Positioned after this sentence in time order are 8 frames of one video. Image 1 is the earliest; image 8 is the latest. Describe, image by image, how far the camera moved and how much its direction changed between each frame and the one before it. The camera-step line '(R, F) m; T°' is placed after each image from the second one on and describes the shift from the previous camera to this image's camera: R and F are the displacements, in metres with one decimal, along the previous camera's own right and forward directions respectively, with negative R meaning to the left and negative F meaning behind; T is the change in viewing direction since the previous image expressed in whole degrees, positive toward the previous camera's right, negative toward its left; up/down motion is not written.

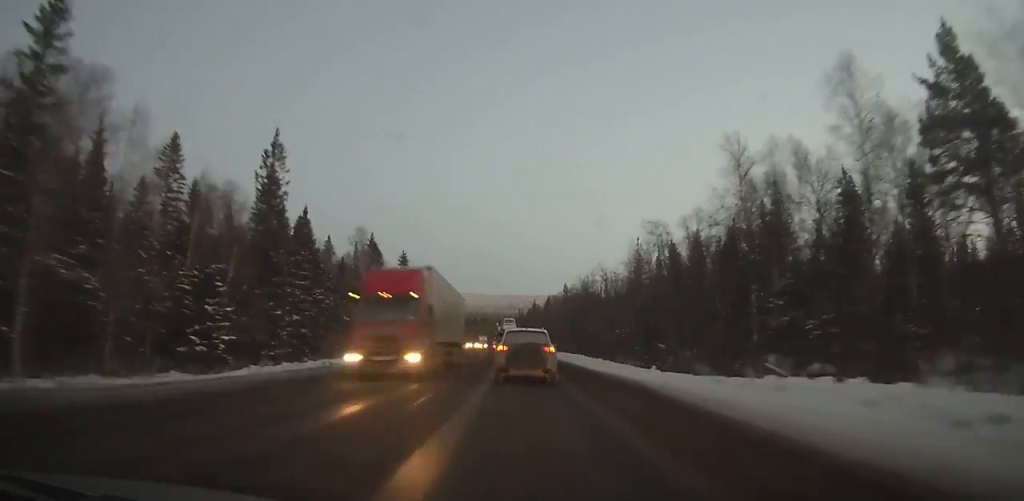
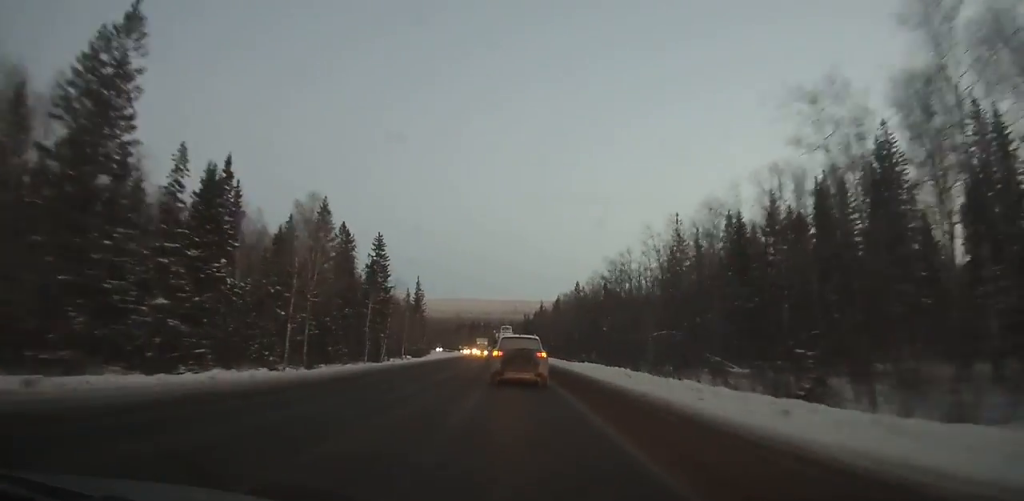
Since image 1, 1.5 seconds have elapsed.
(0.0, +22.7) m; -1°
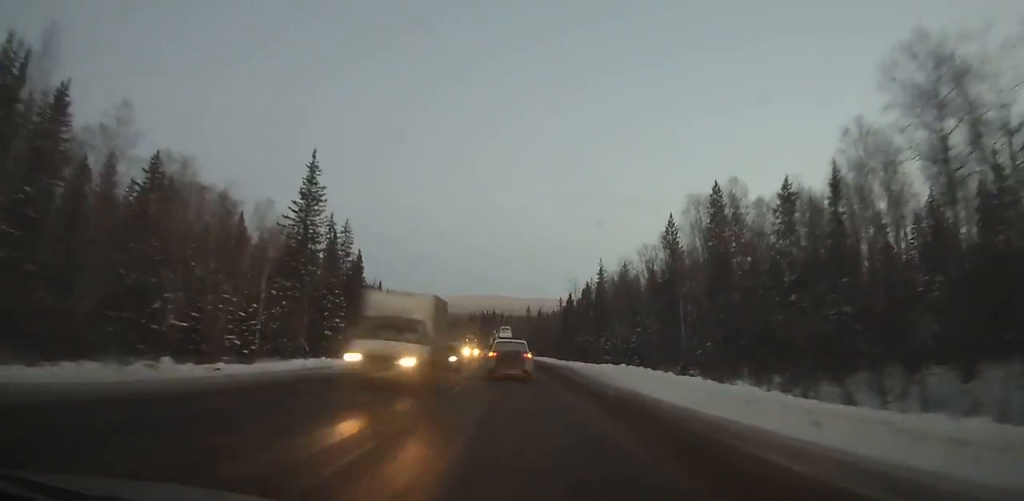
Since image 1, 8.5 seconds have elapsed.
(-1.9, +100.6) m; -2°
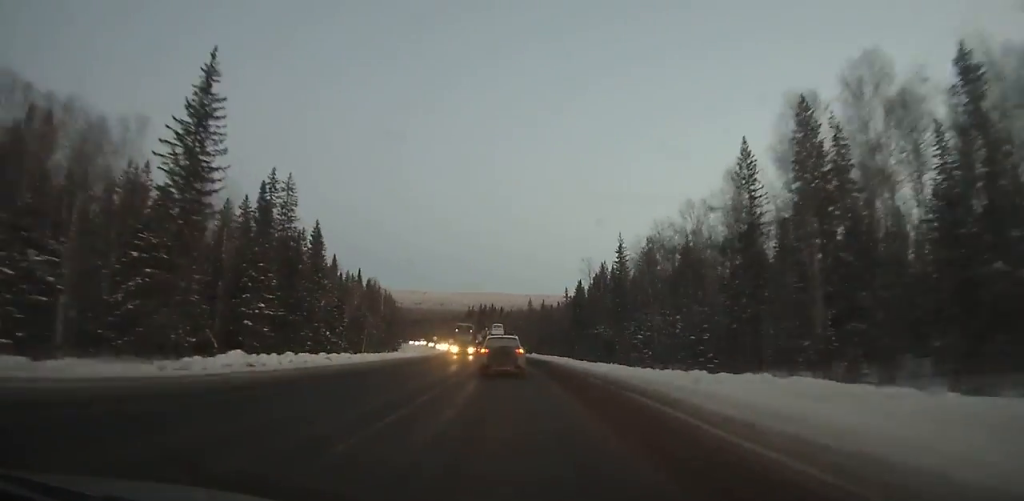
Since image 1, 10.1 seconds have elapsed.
(-0.1, +21.9) m; -1°
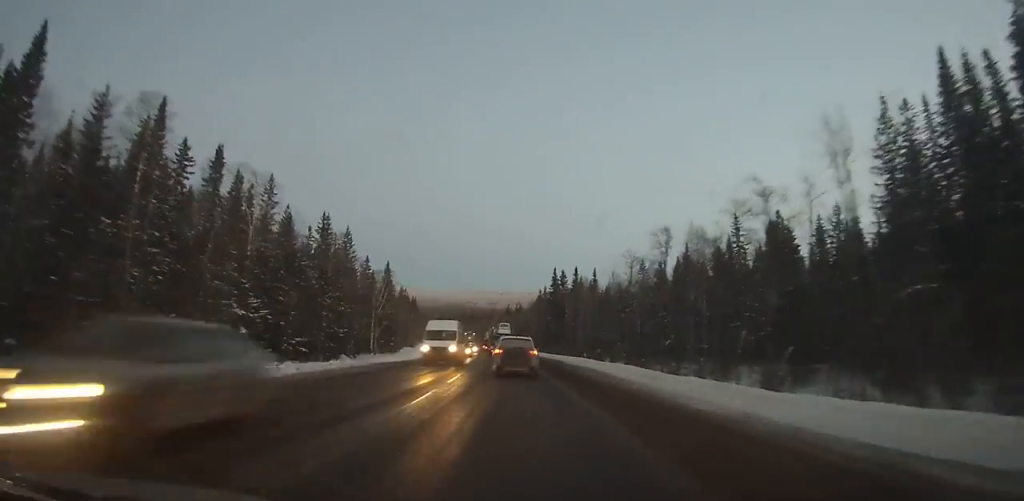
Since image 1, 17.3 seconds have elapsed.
(-4.3, +95.9) m; -6°
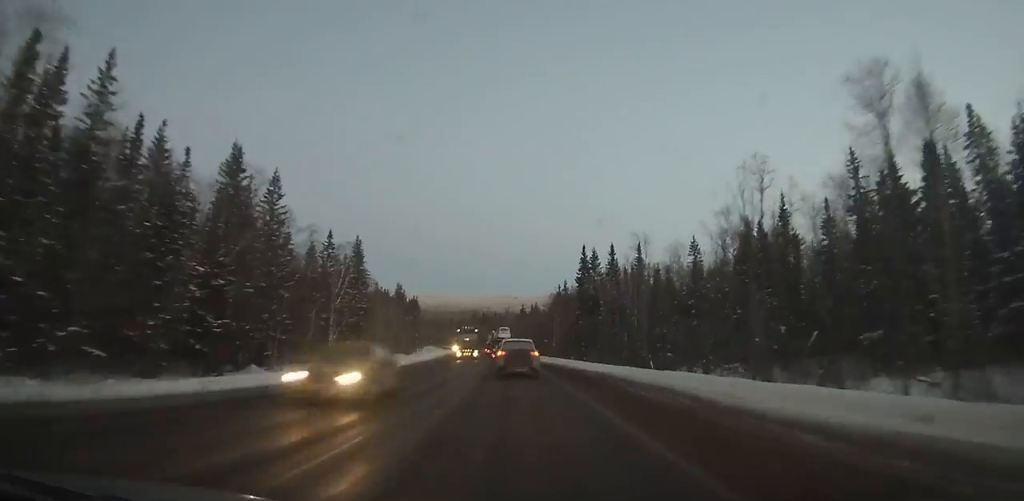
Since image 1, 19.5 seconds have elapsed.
(-0.5, +30.1) m; -2°
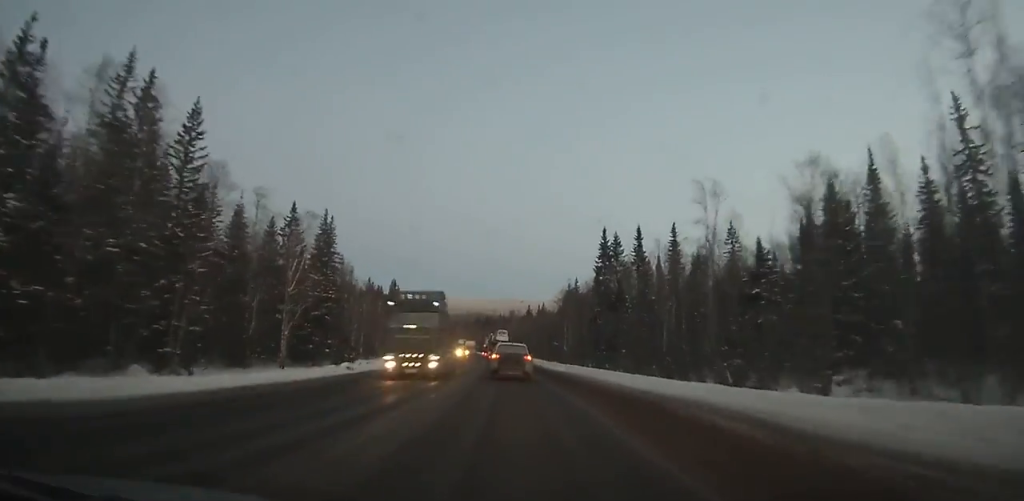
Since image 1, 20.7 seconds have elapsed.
(-0.2, +16.6) m; -1°
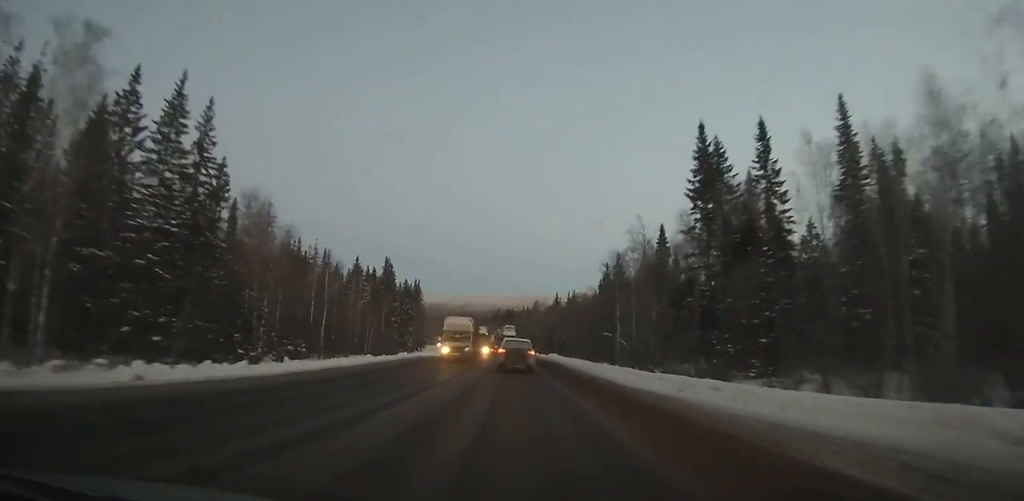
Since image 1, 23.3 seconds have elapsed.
(-0.4, +36.1) m; -2°
